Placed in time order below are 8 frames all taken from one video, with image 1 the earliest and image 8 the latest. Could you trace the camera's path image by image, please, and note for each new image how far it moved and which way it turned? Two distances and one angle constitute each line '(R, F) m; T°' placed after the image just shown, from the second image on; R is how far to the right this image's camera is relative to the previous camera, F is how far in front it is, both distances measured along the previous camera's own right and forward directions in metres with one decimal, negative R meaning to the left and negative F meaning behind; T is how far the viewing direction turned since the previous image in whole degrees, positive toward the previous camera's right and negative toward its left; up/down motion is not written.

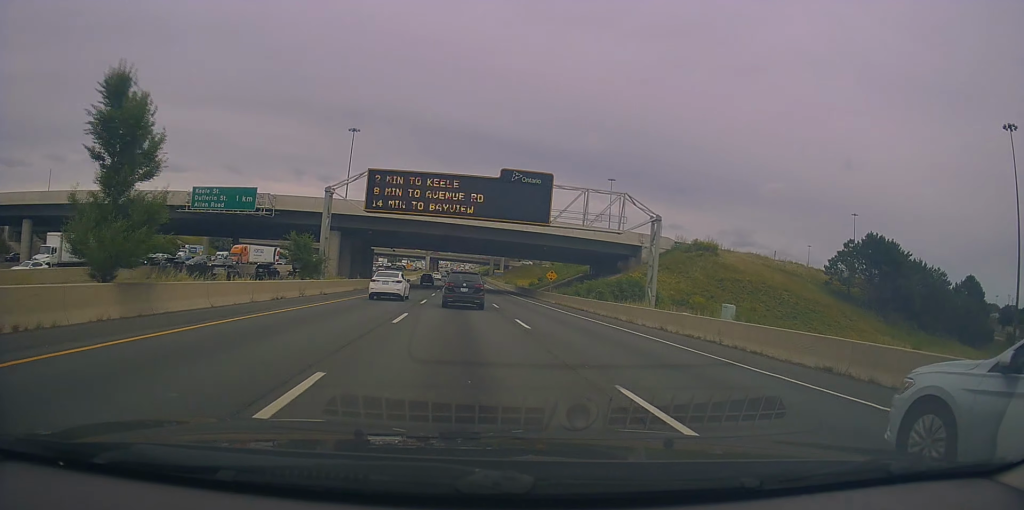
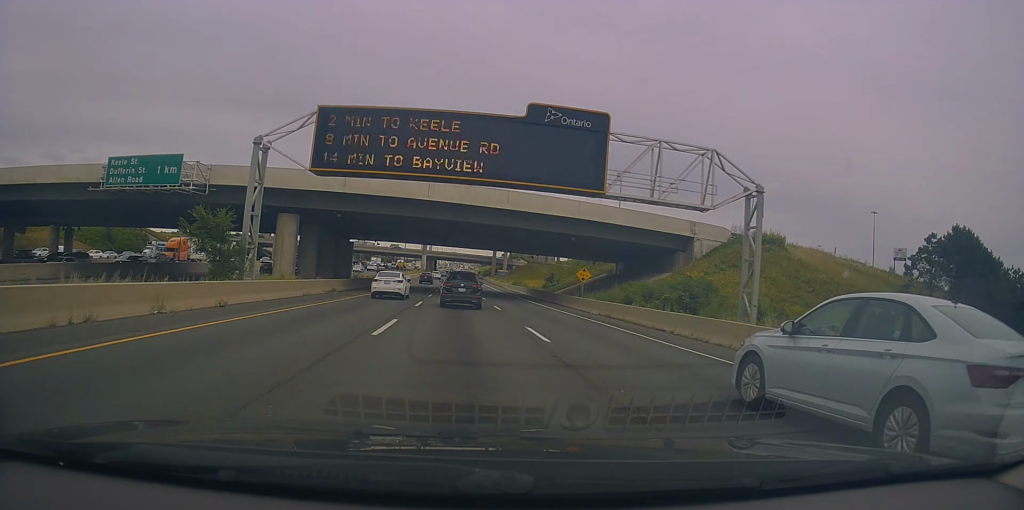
(0.0, +15.2) m; 0°
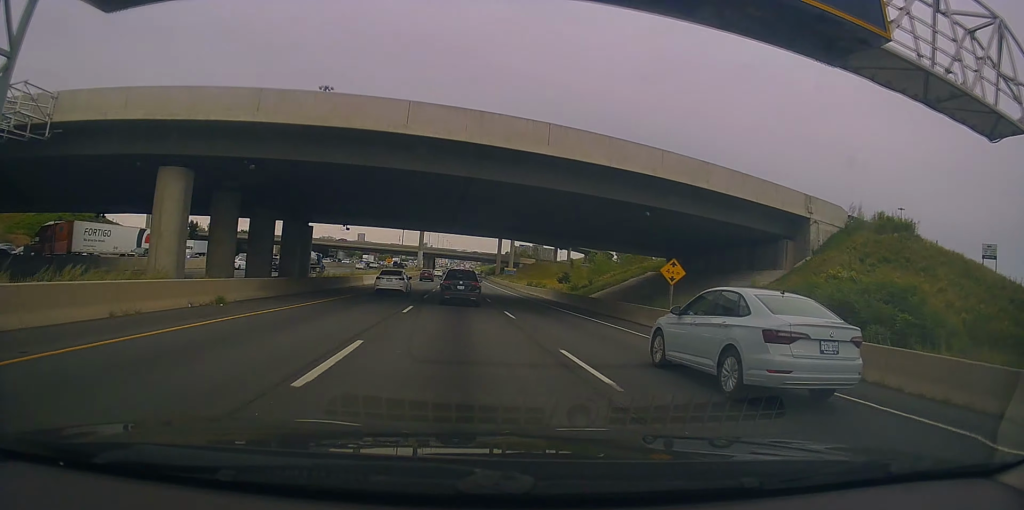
(0.0, +18.3) m; 0°
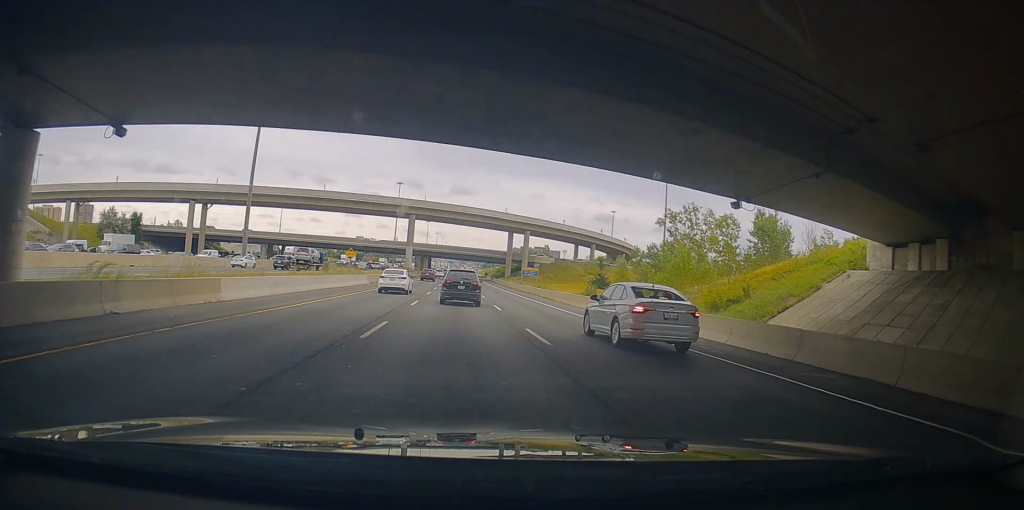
(-0.4, +32.8) m; -1°
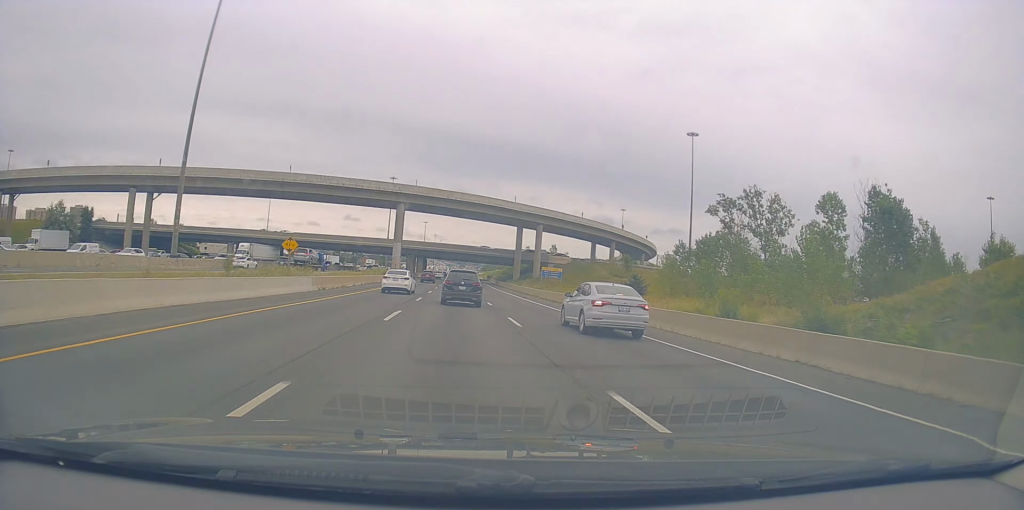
(-0.1, +21.2) m; 0°
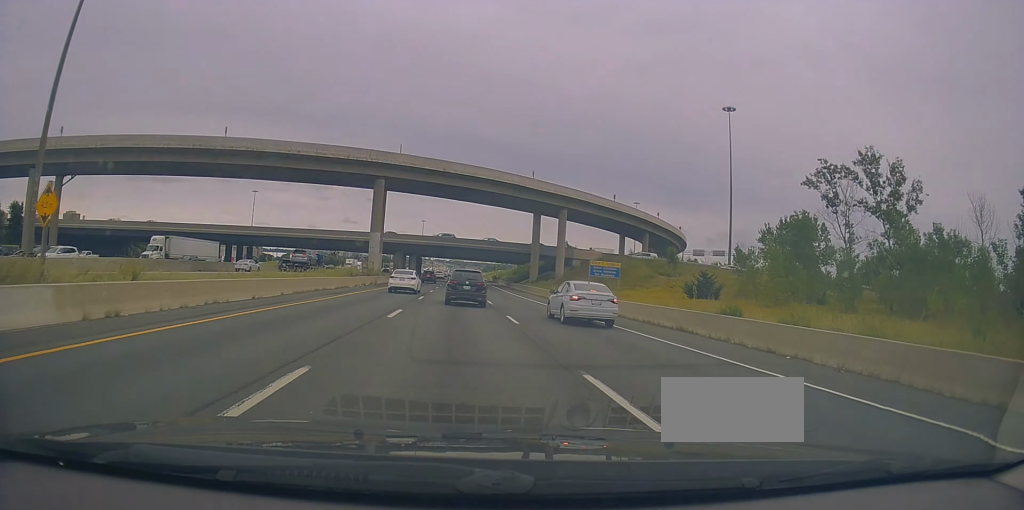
(+0.4, +24.1) m; +1°
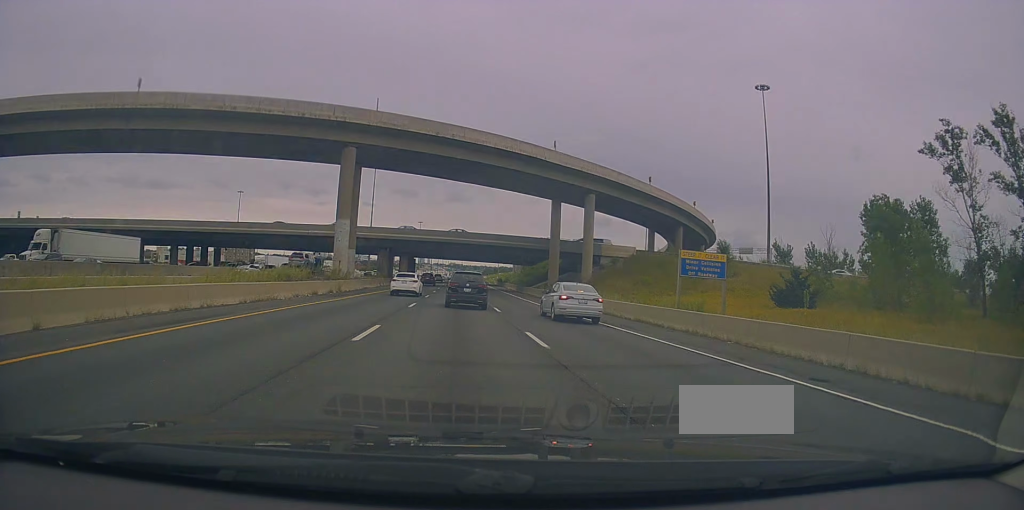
(0.0, +17.8) m; 0°
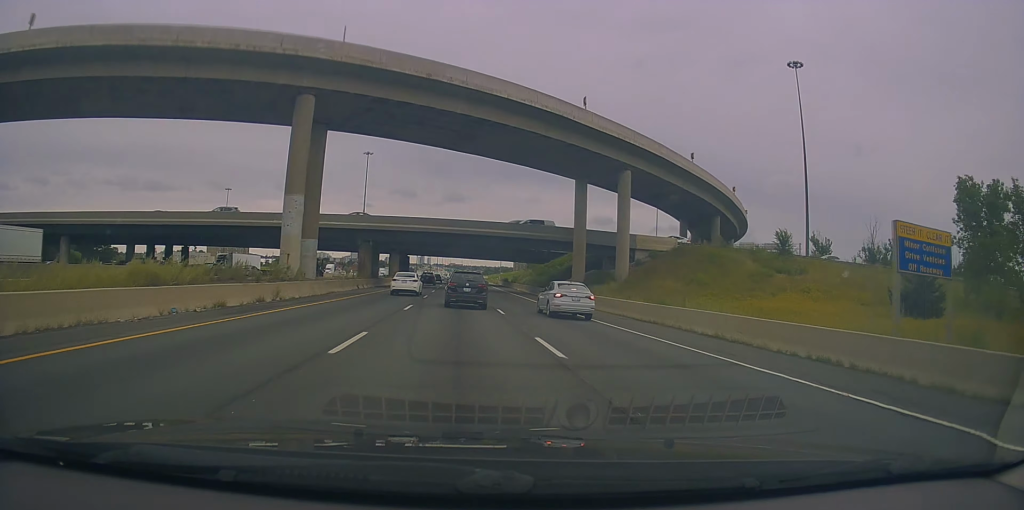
(0.0, +14.1) m; -1°
